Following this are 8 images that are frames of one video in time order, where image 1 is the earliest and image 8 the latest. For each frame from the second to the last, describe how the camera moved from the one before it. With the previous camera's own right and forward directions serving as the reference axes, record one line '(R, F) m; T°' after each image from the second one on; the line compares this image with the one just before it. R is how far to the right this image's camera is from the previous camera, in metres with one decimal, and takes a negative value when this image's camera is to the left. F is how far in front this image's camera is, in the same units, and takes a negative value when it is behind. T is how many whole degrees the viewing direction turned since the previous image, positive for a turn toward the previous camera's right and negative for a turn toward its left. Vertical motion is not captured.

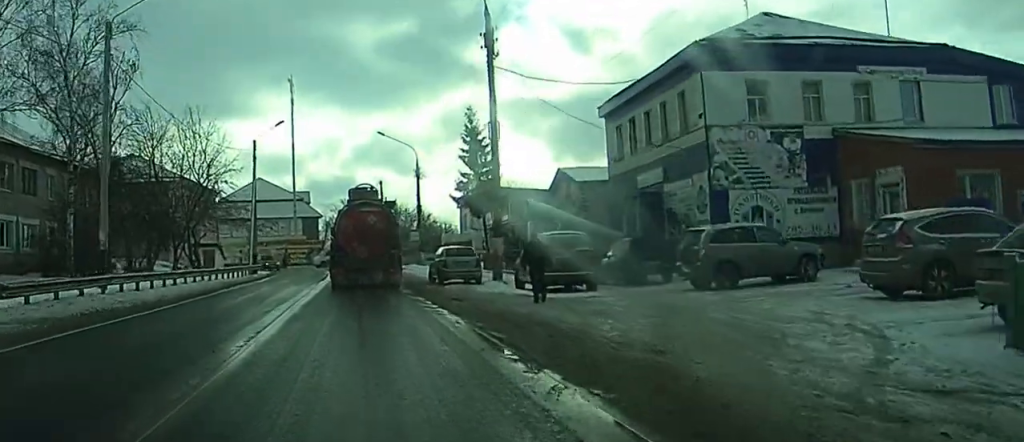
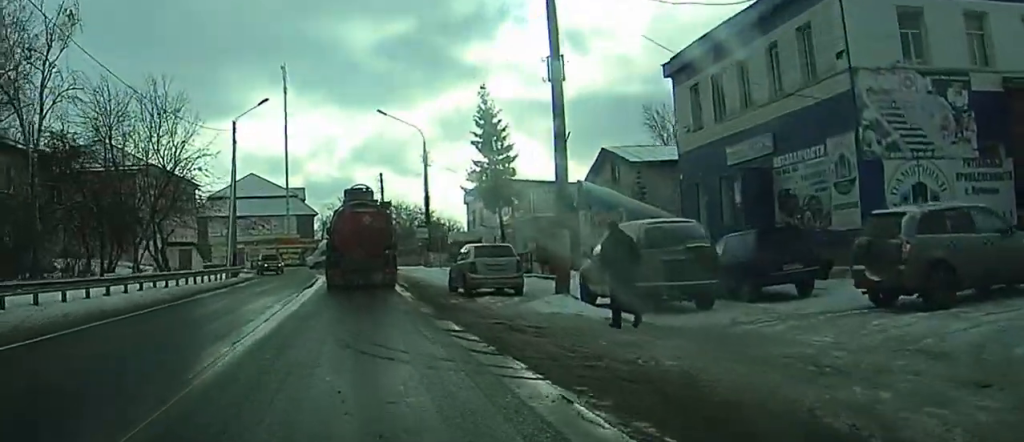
(+0.1, +8.0) m; +1°
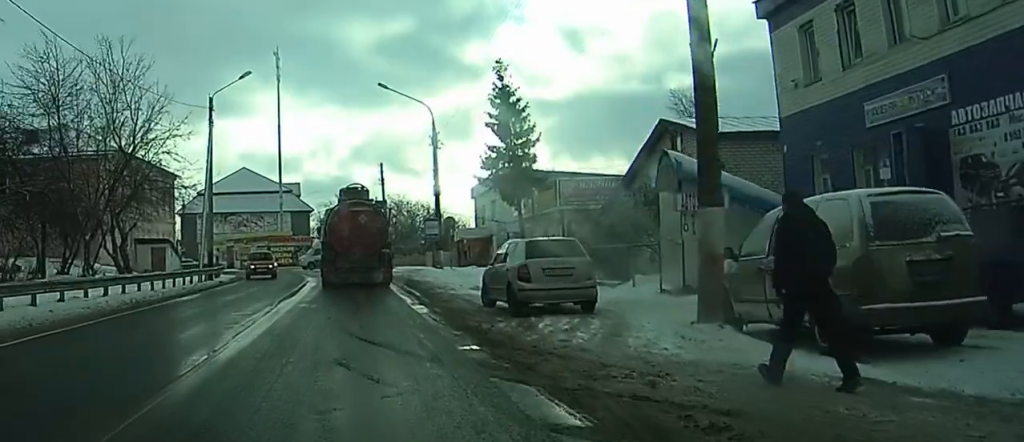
(0.0, +6.9) m; -1°
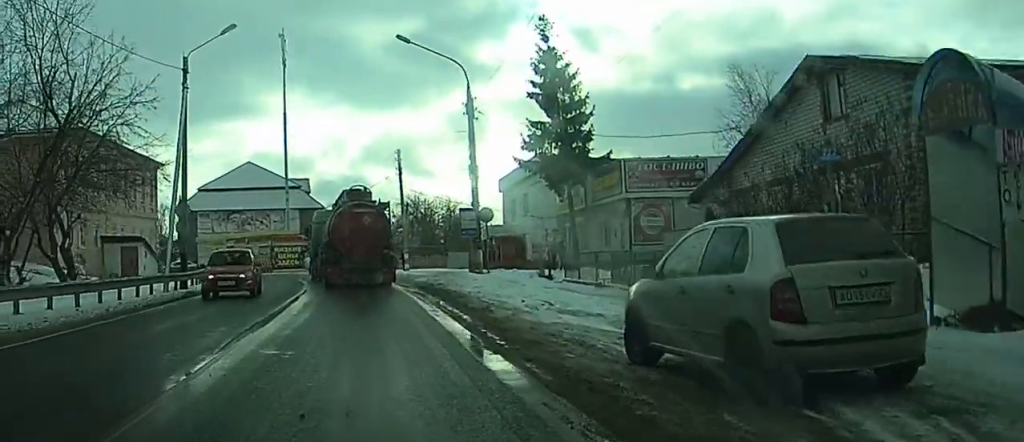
(-0.1, +8.4) m; -1°
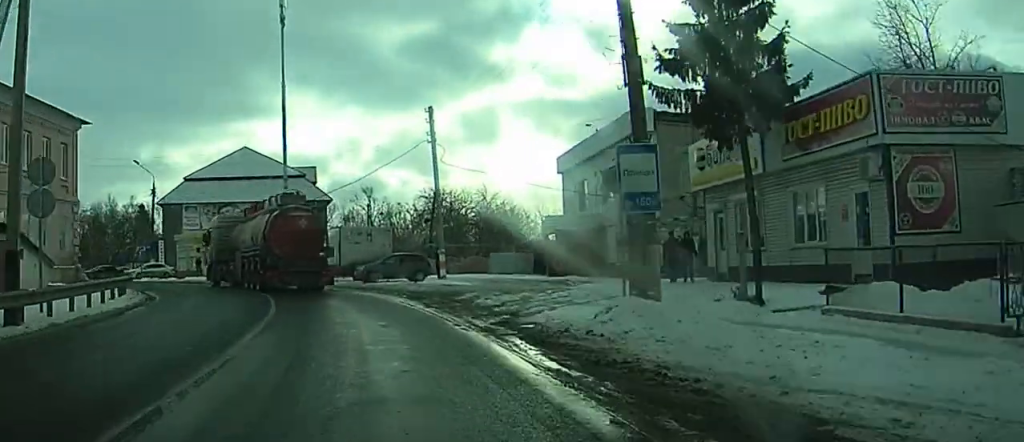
(-0.1, +14.3) m; -1°
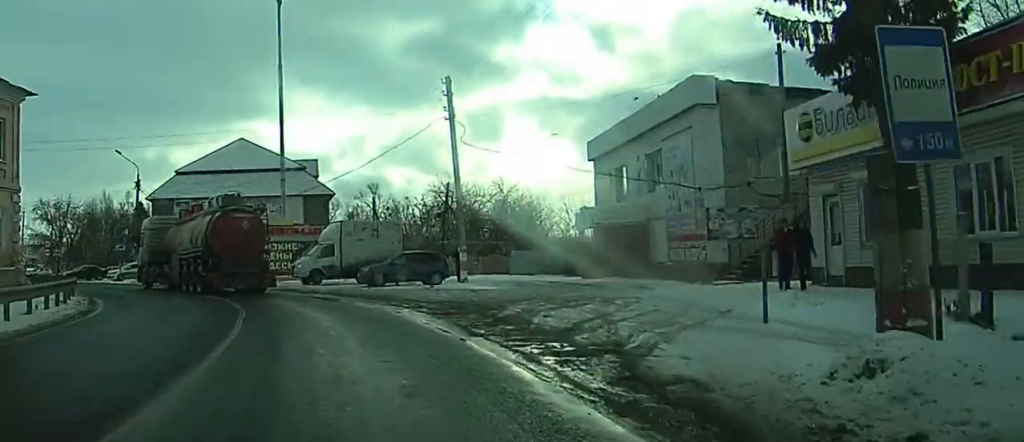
(0.0, +5.3) m; 0°
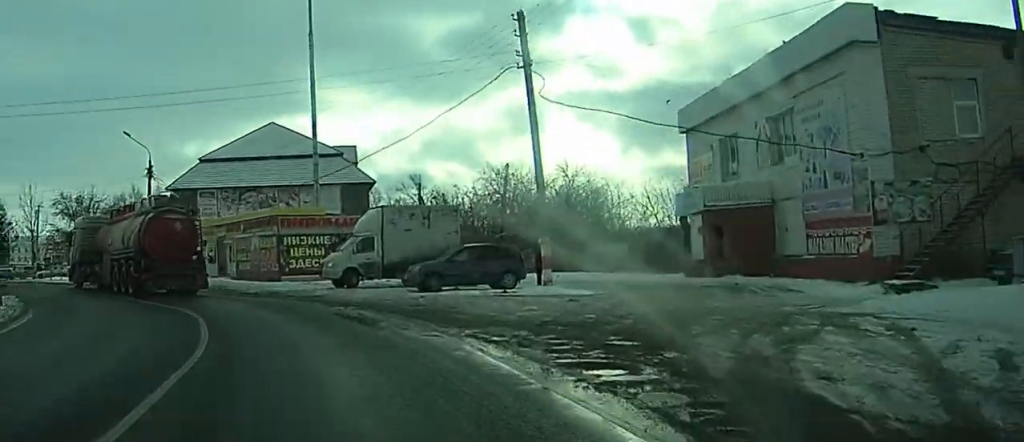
(0.0, +7.1) m; 0°
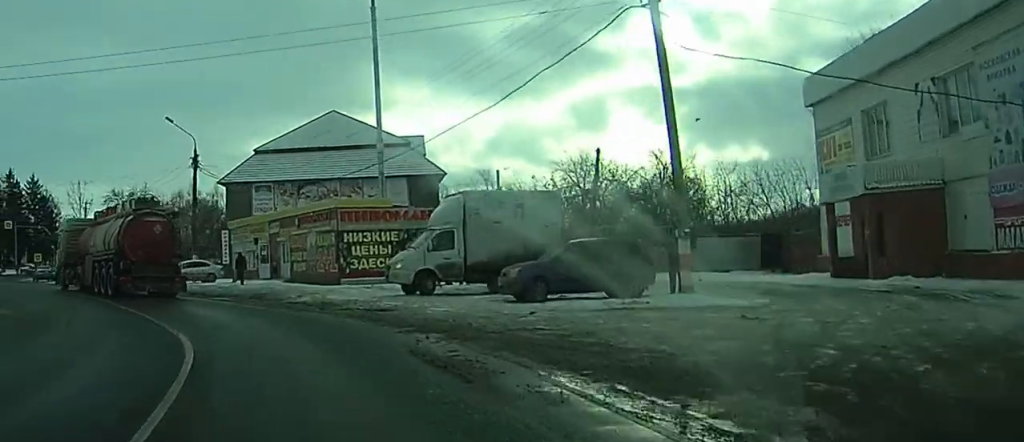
(0.0, +5.6) m; +1°
